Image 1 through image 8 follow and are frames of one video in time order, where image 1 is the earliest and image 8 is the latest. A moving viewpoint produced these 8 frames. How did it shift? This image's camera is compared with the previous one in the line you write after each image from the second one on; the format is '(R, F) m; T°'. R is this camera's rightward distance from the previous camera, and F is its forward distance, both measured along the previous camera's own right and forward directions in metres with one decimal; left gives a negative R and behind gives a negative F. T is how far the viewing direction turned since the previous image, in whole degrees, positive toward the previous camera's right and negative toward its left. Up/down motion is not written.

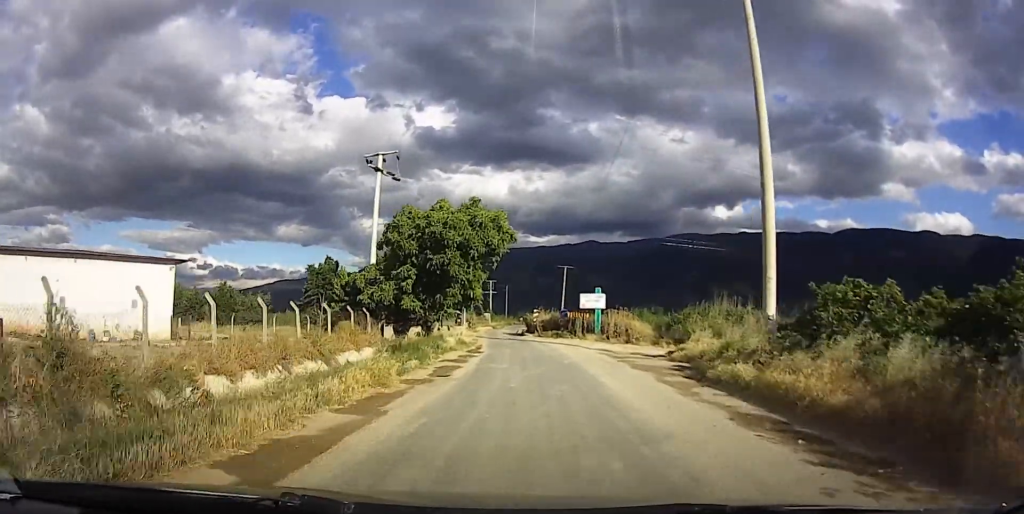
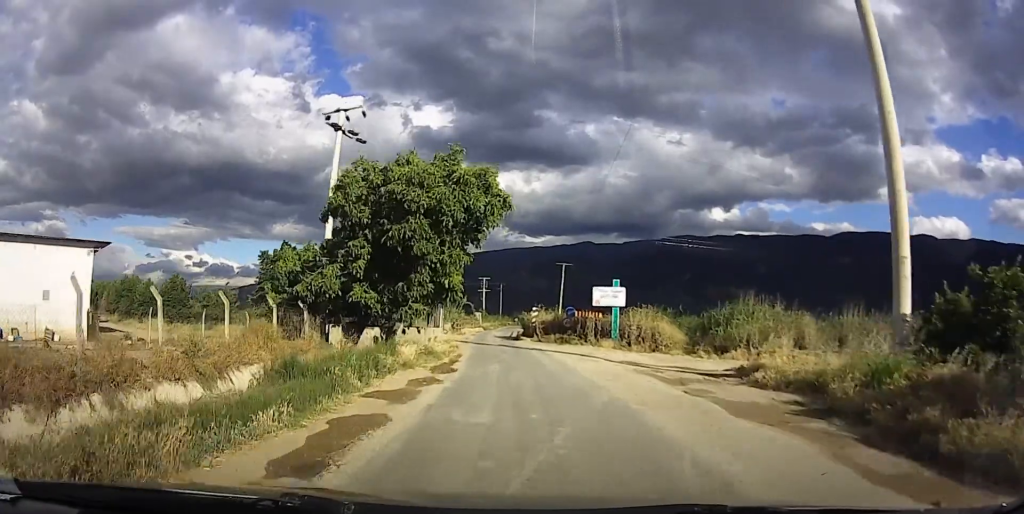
(-0.1, +8.2) m; -1°
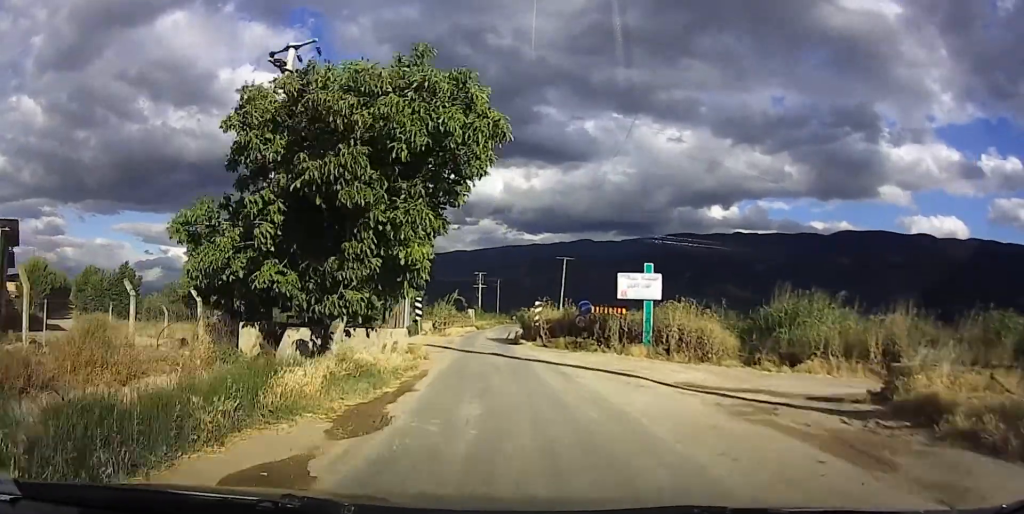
(0.0, +7.4) m; 0°
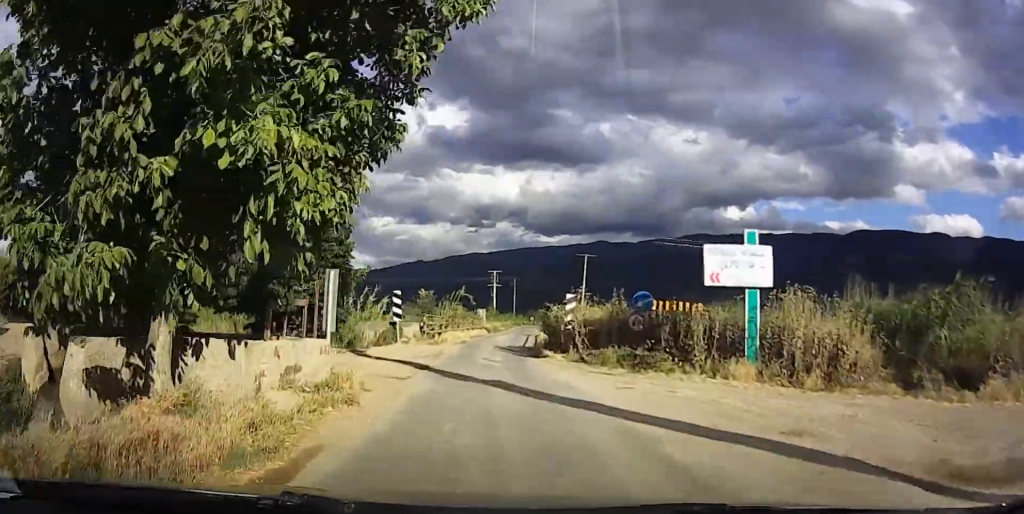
(0.0, +8.4) m; +3°
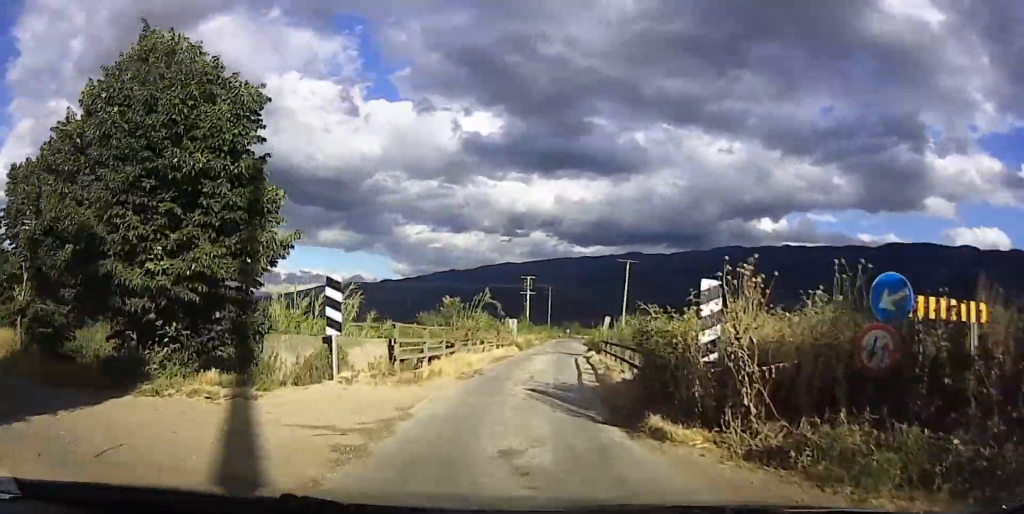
(+0.5, +10.1) m; +3°
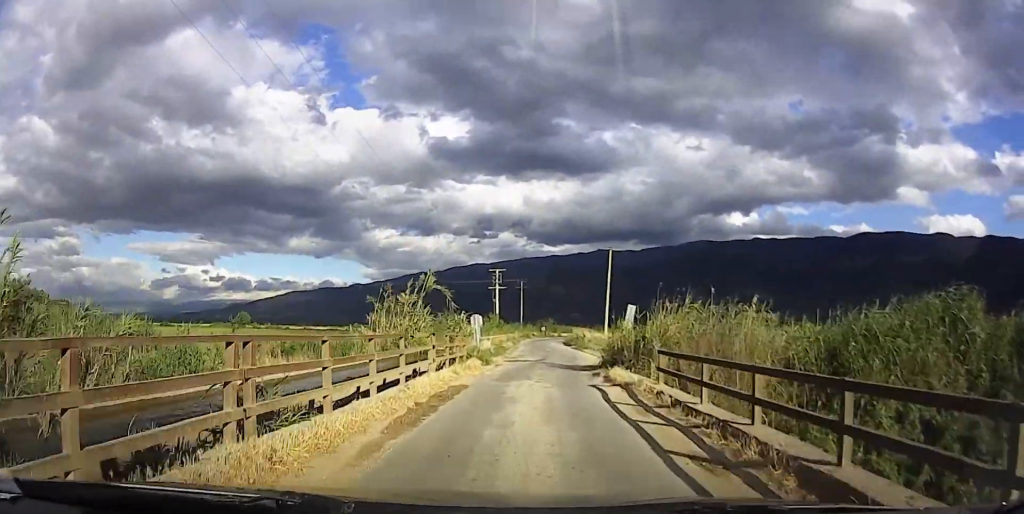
(-0.2, +12.9) m; -5°
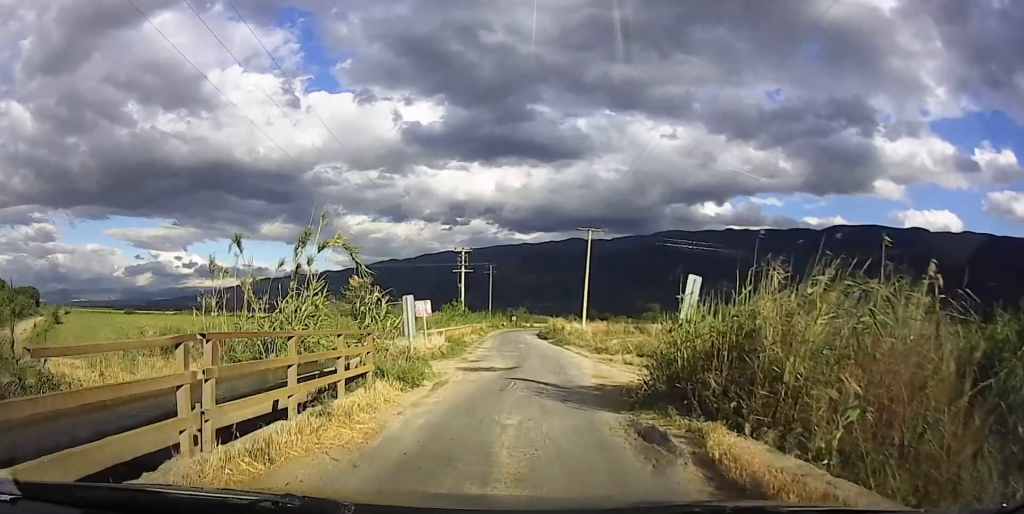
(-0.3, +9.5) m; -5°
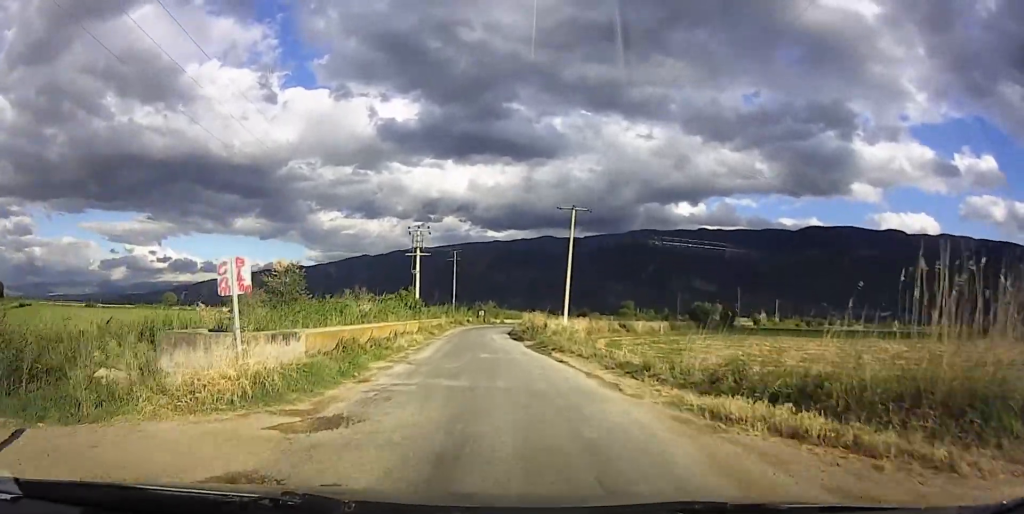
(-0.2, +13.0) m; +9°
